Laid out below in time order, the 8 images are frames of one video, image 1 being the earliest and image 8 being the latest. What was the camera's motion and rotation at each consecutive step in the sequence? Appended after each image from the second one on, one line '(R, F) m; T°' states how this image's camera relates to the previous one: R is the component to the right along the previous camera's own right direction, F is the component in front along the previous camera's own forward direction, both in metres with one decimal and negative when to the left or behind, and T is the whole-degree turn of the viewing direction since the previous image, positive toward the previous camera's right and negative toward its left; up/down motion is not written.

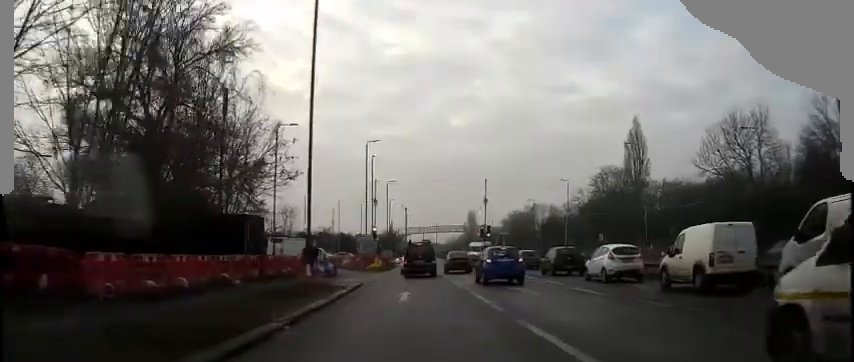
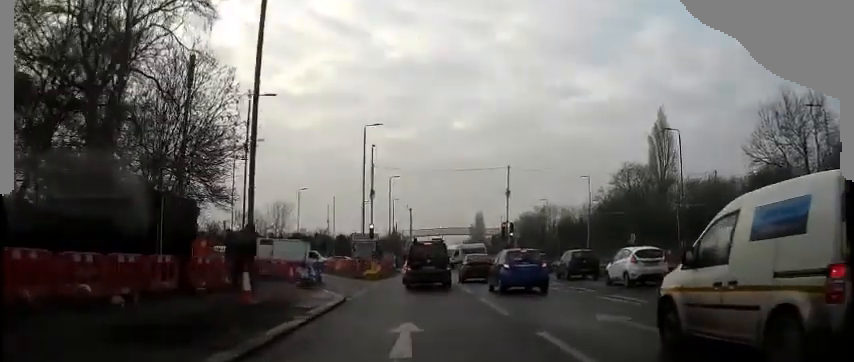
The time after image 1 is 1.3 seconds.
(0.0, +9.3) m; 0°
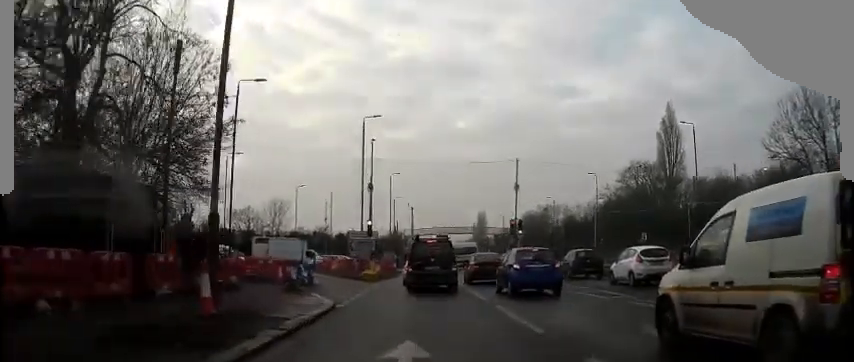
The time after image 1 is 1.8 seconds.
(0.0, +2.6) m; 0°
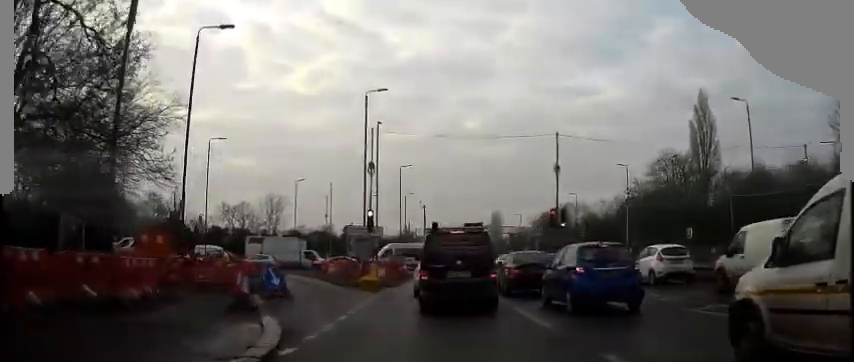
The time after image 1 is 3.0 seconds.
(0.0, +7.2) m; 0°
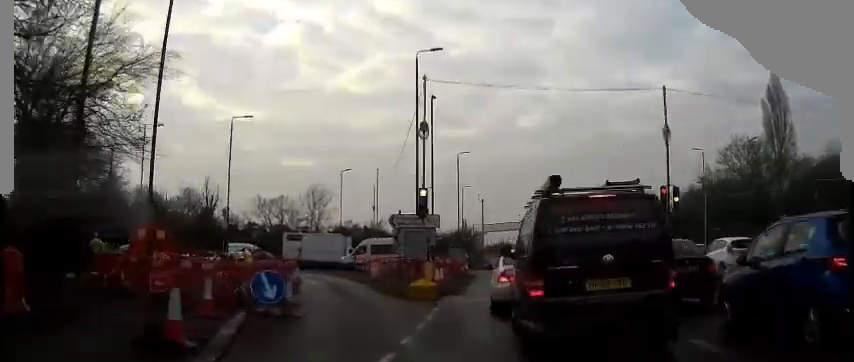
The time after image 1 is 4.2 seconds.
(0.0, +6.2) m; +2°
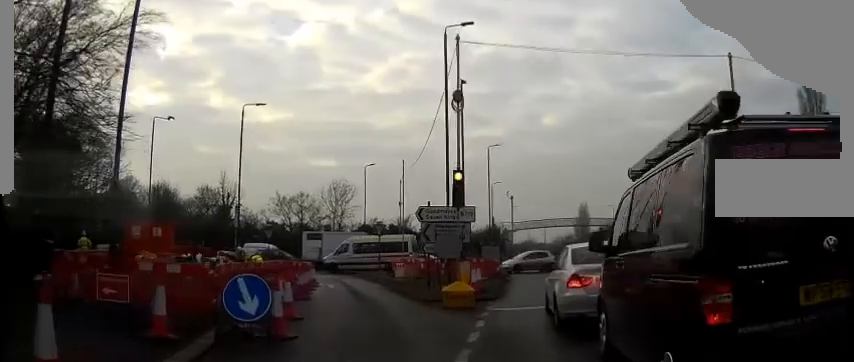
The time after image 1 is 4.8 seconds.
(+0.1, +2.8) m; 0°
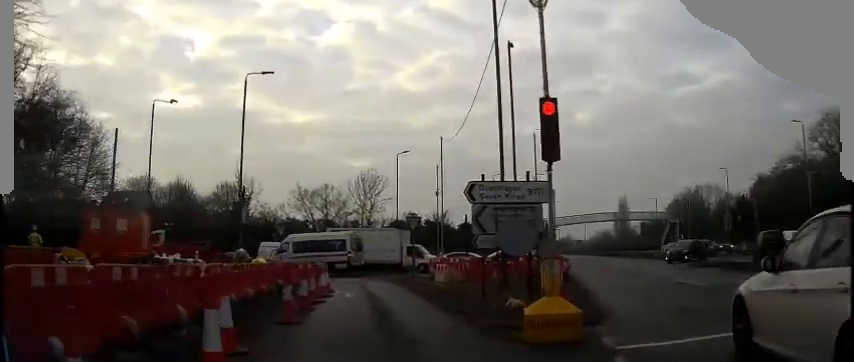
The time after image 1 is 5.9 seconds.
(0.0, +5.6) m; -3°
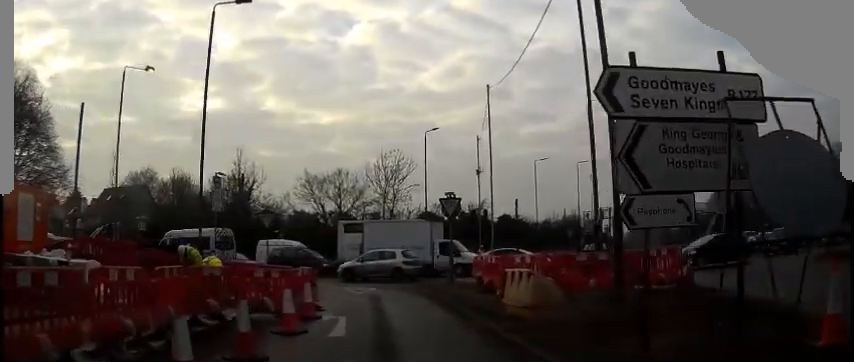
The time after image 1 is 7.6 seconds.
(-0.6, +8.0) m; -8°
